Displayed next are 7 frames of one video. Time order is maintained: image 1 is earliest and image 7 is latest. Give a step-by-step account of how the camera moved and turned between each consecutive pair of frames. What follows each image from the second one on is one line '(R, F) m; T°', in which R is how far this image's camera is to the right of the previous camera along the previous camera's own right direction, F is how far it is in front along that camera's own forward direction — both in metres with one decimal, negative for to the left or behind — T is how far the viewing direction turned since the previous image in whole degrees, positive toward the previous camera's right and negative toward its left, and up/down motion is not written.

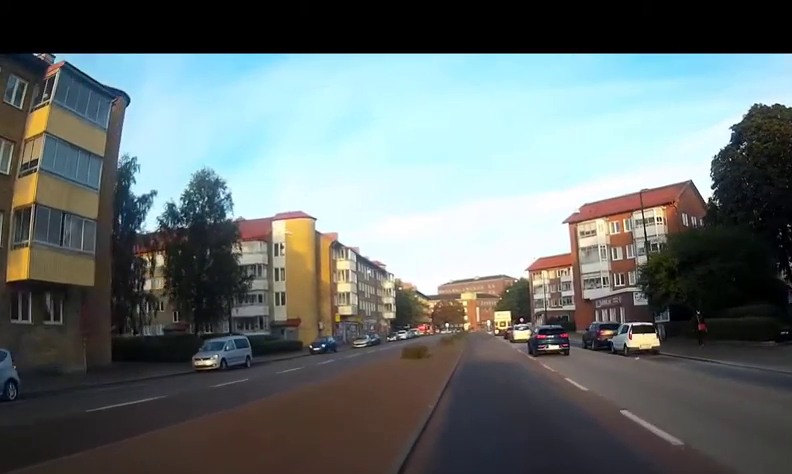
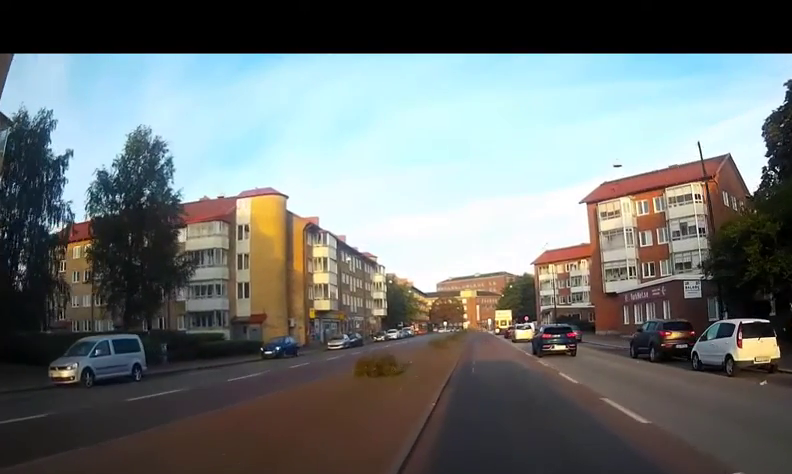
(+0.4, +10.3) m; +3°
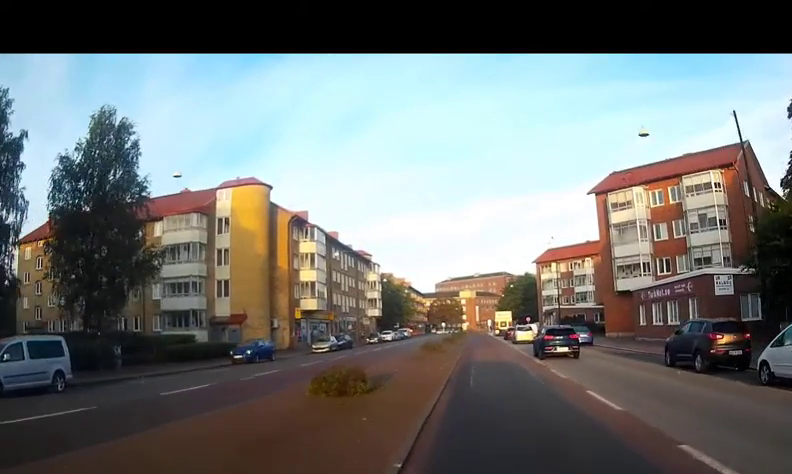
(+0.1, +4.4) m; 0°
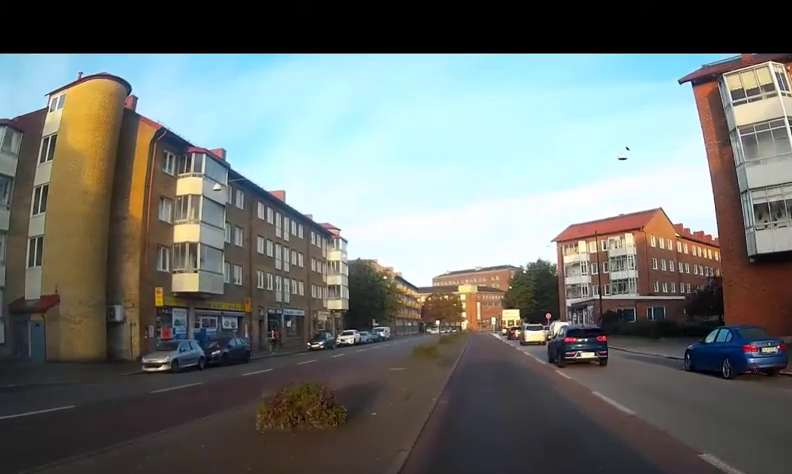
(-1.6, +24.6) m; -1°
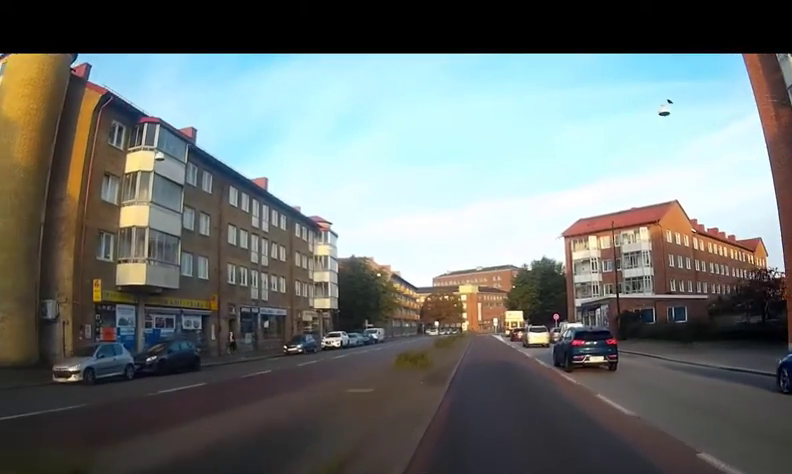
(+0.2, +5.8) m; +1°
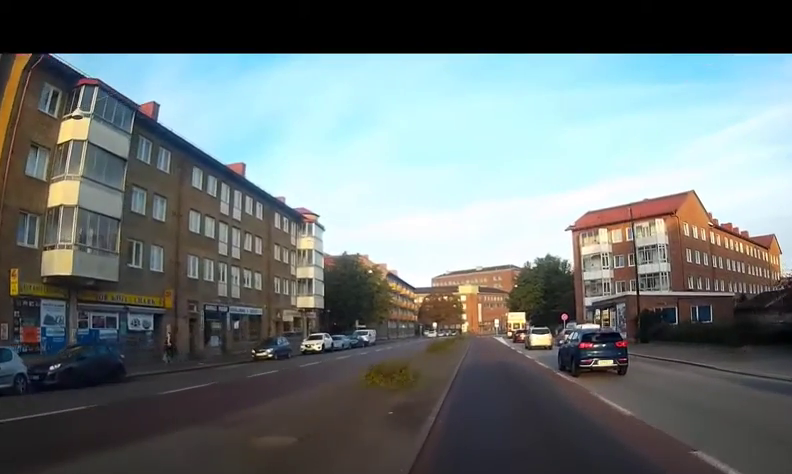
(+0.1, +5.8) m; -1°
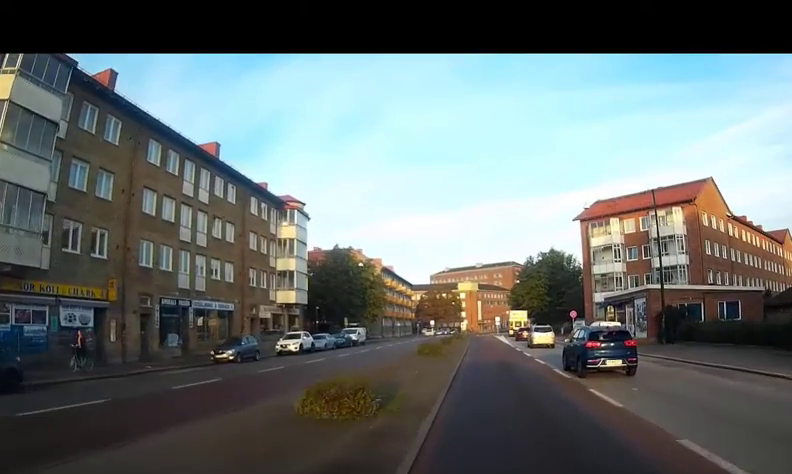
(-0.2, +5.4) m; -1°
